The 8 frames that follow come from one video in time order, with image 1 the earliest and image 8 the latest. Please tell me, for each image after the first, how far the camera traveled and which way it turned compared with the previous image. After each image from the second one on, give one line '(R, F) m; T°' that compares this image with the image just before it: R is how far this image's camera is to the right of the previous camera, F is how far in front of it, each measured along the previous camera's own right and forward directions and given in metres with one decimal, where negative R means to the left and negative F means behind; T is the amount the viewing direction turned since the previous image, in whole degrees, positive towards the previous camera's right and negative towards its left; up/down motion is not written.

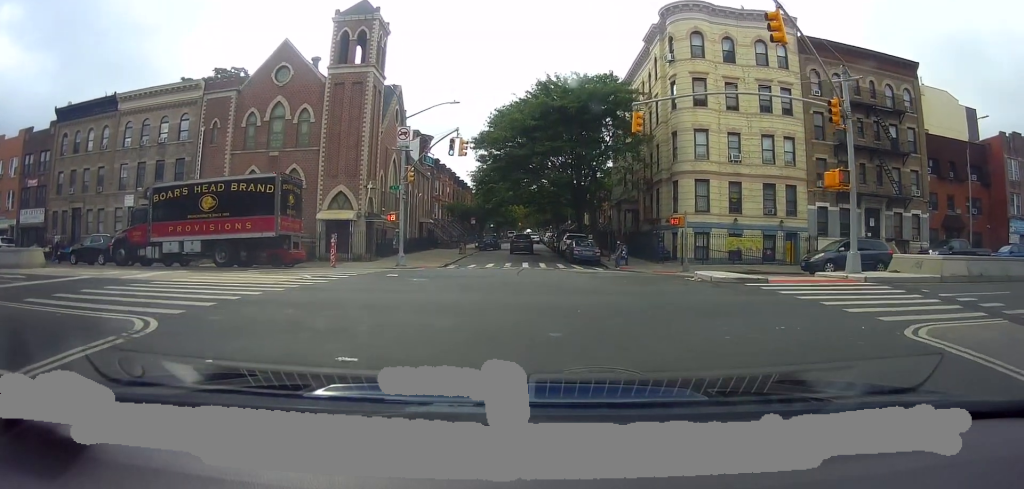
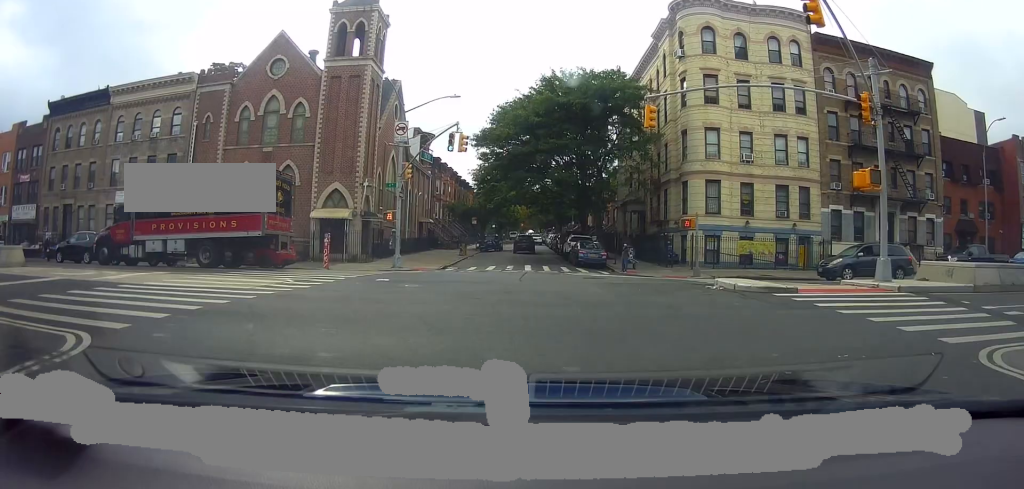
(-0.2, +1.5) m; -5°
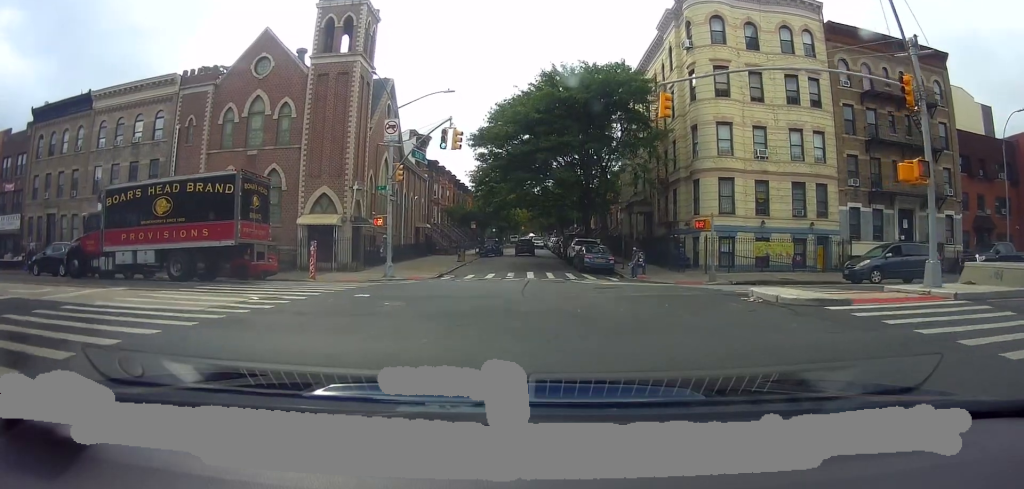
(-0.1, +2.1) m; -5°
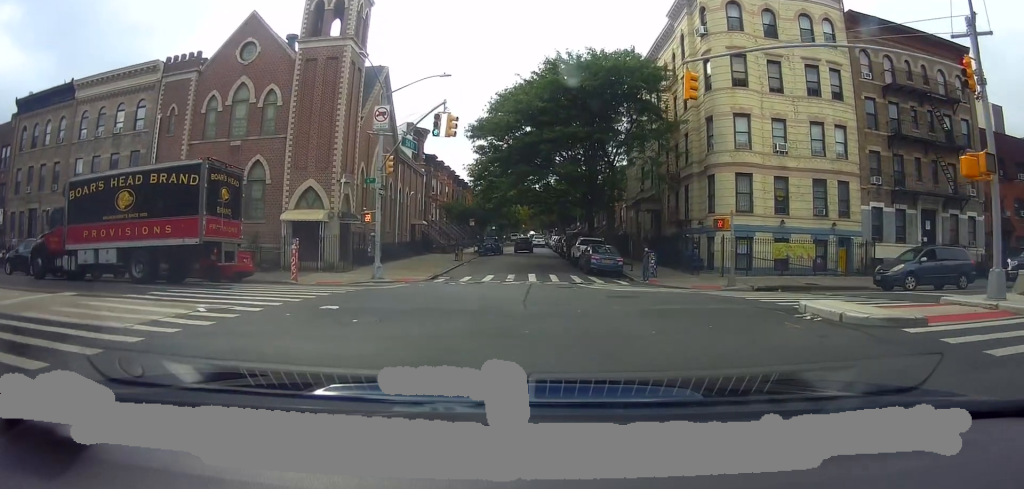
(0.0, +2.2) m; -3°
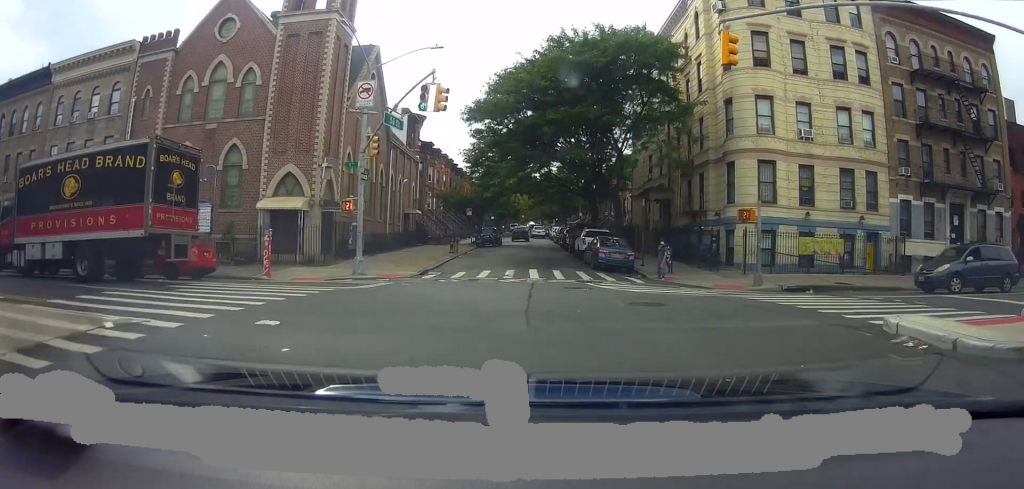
(-0.1, +2.6) m; -1°
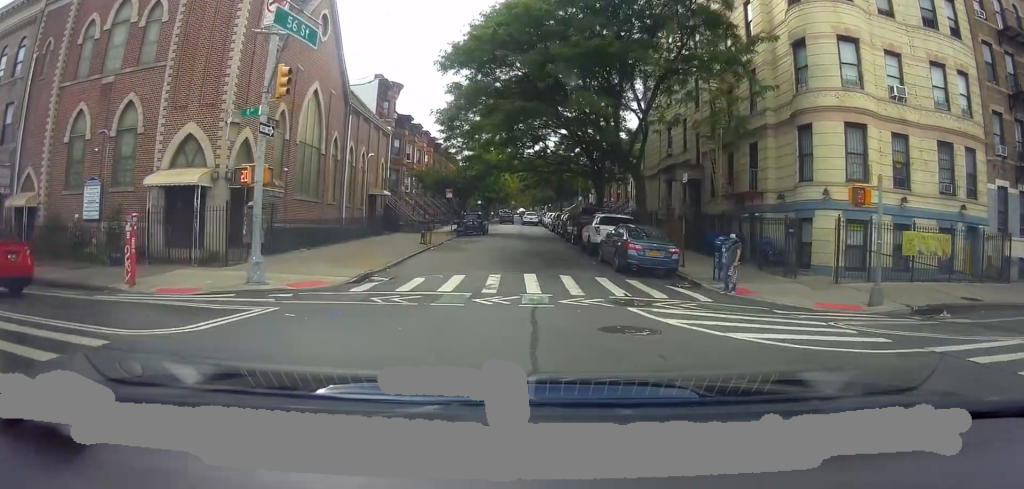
(+0.1, +7.9) m; +4°
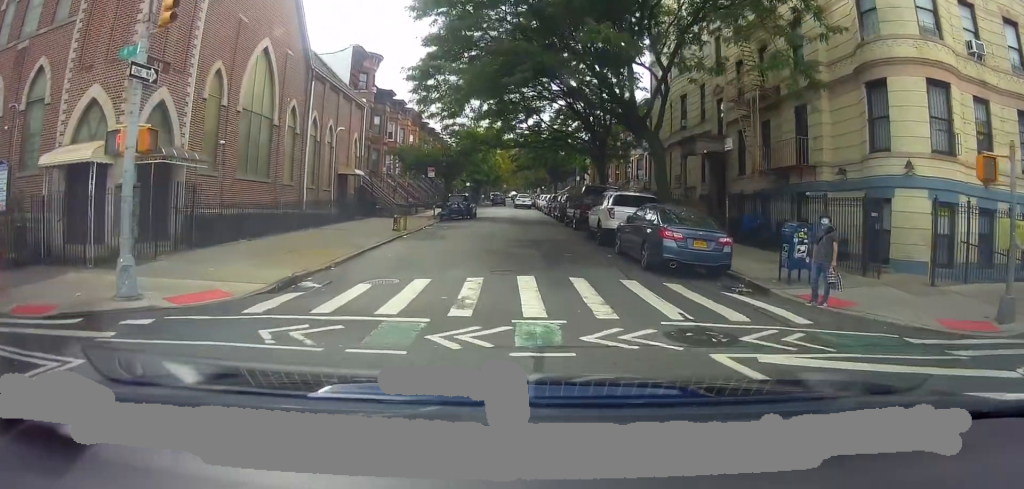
(+0.1, +4.9) m; +3°
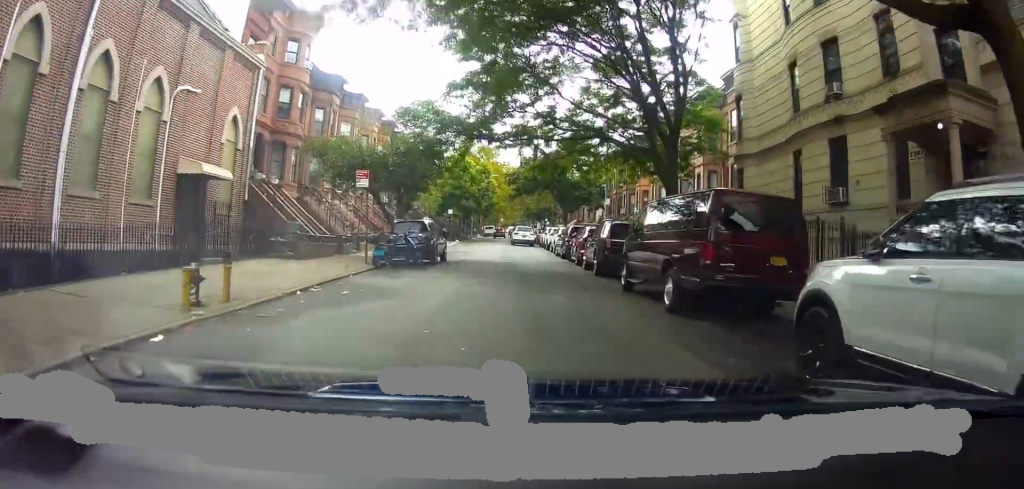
(+1.1, +16.1) m; +5°
